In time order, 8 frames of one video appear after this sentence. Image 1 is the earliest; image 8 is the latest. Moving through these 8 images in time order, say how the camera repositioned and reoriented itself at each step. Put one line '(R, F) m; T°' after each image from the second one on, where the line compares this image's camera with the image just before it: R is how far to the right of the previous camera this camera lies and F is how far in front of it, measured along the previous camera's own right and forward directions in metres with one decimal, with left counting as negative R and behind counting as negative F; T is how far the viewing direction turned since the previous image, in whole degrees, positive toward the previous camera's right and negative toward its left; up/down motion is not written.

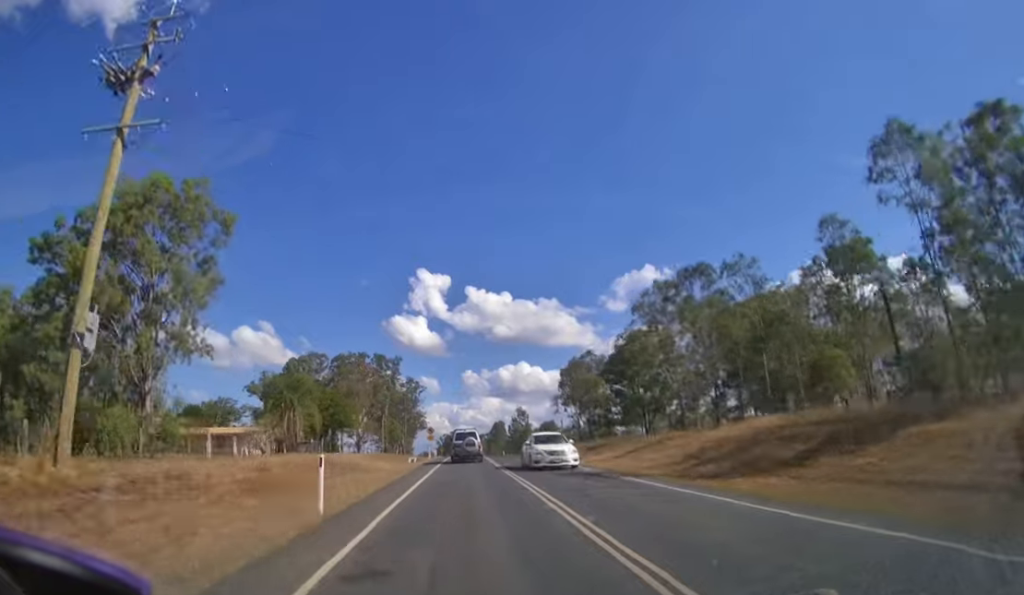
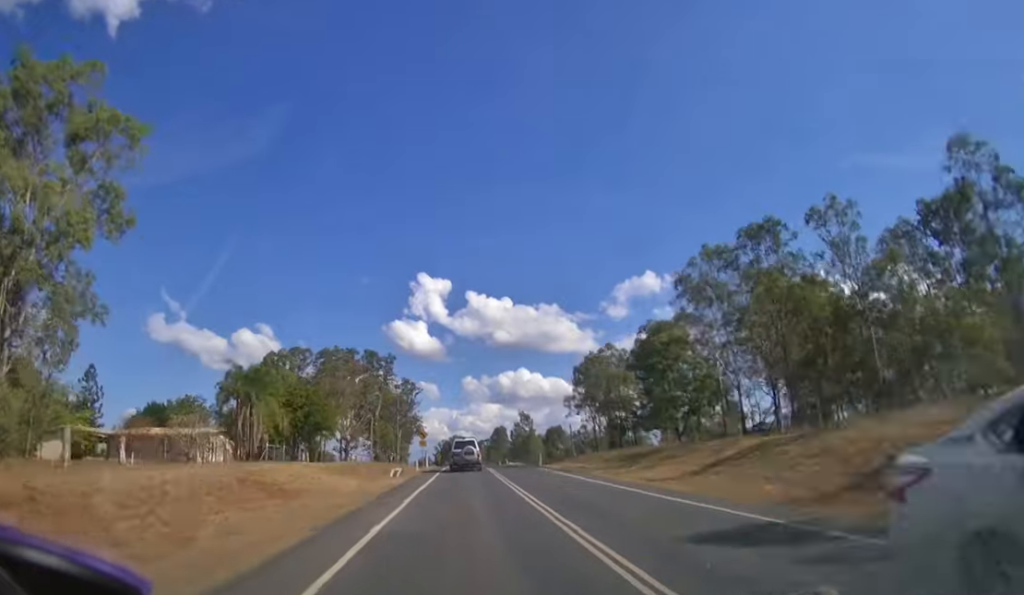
(0.0, +8.4) m; 0°
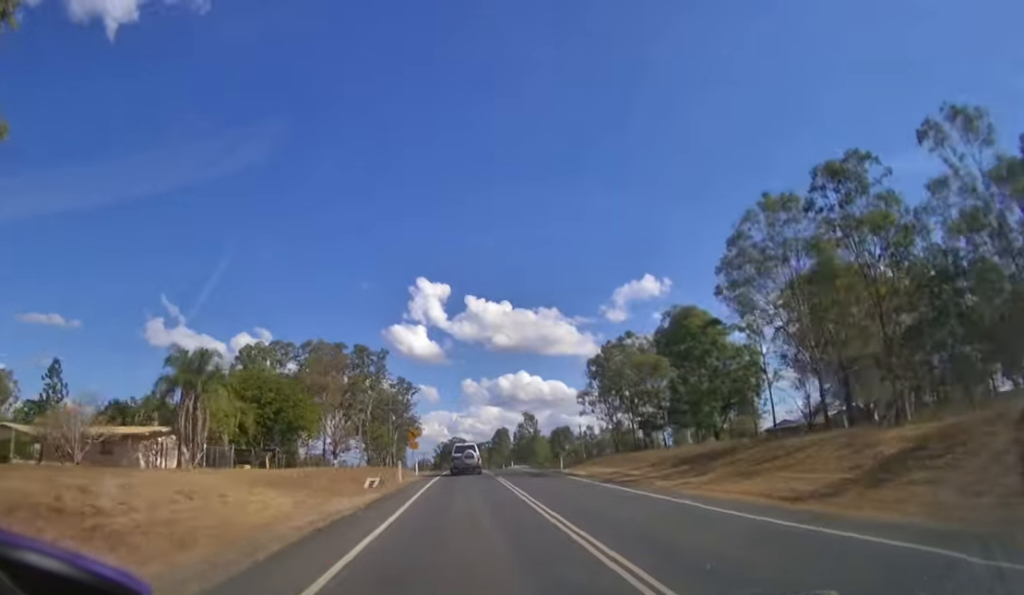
(0.0, +7.7) m; 0°
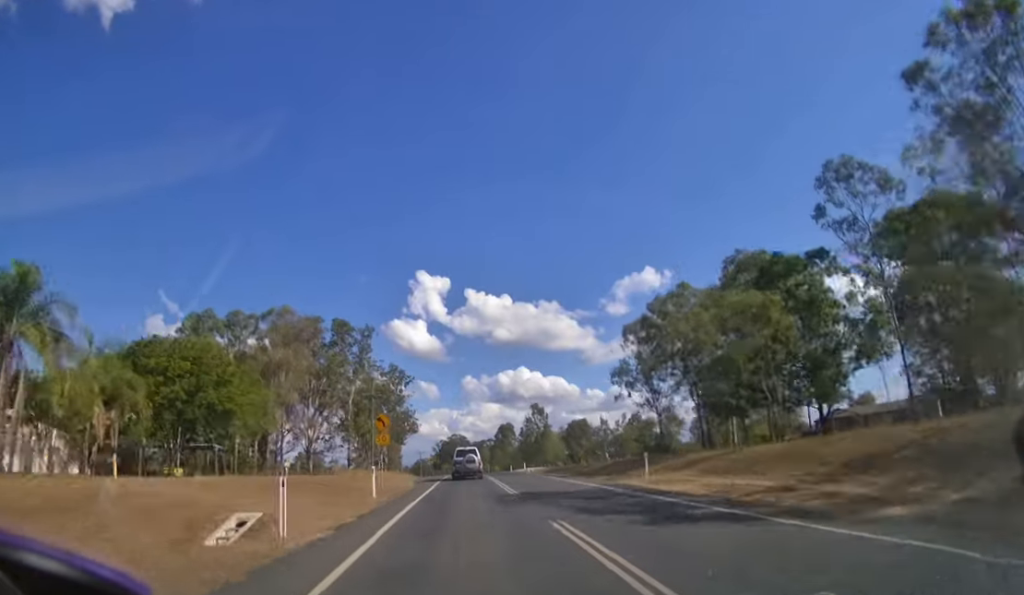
(0.0, +12.2) m; 0°
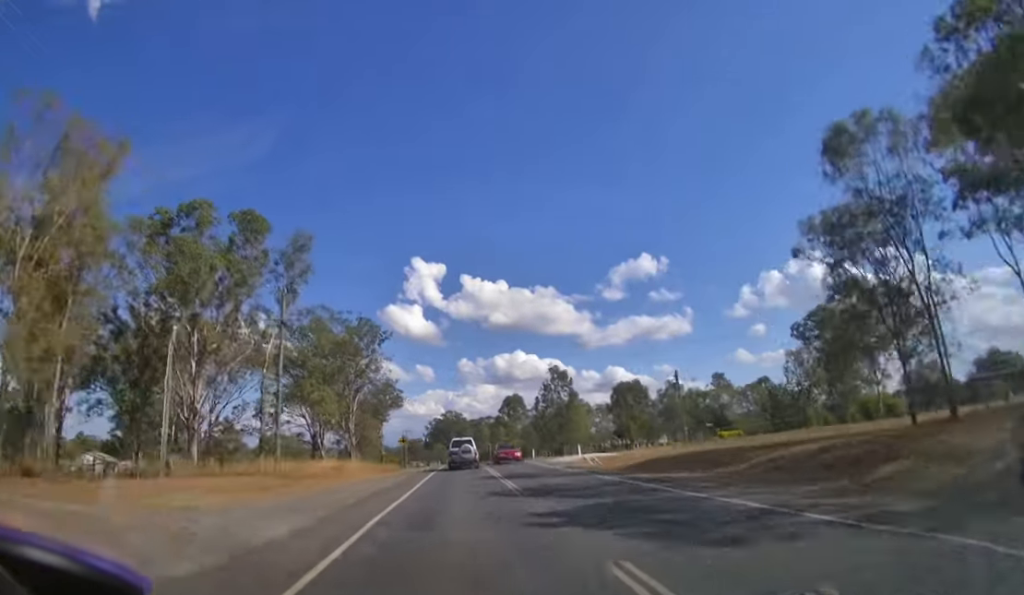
(0.0, +28.8) m; 0°
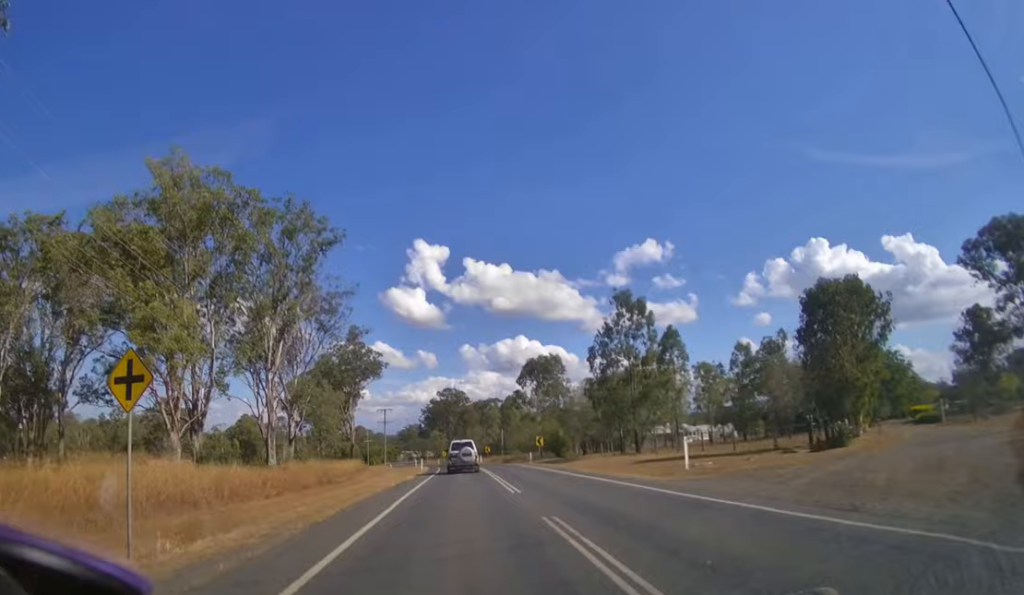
(0.0, +38.9) m; 0°
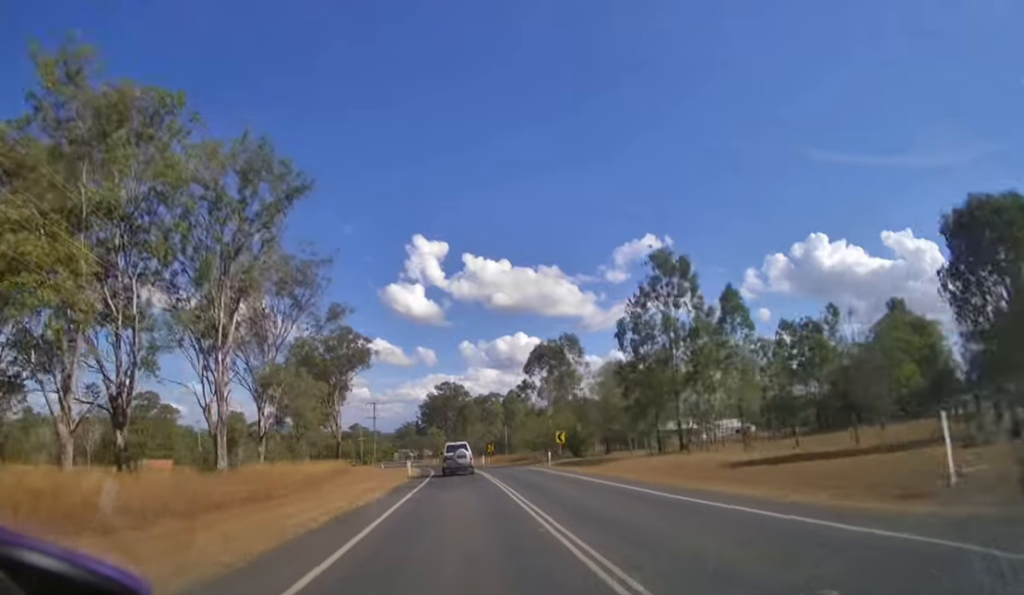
(0.0, +12.7) m; 0°
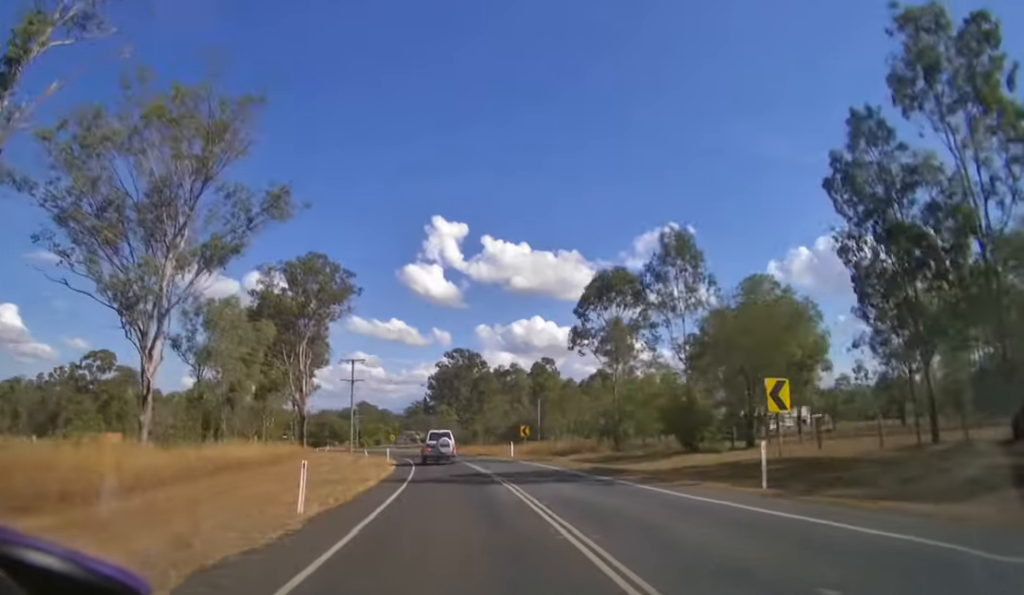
(-0.2, +29.0) m; -2°
